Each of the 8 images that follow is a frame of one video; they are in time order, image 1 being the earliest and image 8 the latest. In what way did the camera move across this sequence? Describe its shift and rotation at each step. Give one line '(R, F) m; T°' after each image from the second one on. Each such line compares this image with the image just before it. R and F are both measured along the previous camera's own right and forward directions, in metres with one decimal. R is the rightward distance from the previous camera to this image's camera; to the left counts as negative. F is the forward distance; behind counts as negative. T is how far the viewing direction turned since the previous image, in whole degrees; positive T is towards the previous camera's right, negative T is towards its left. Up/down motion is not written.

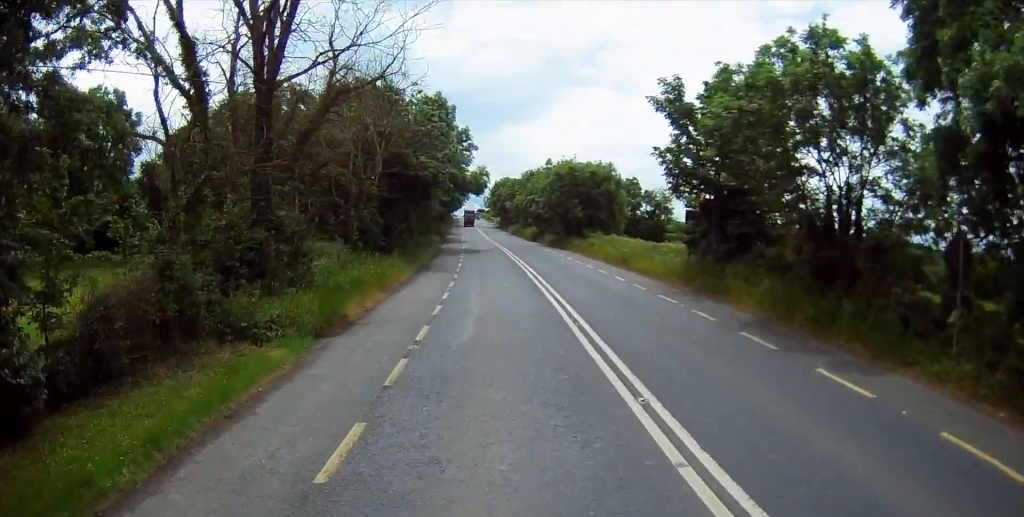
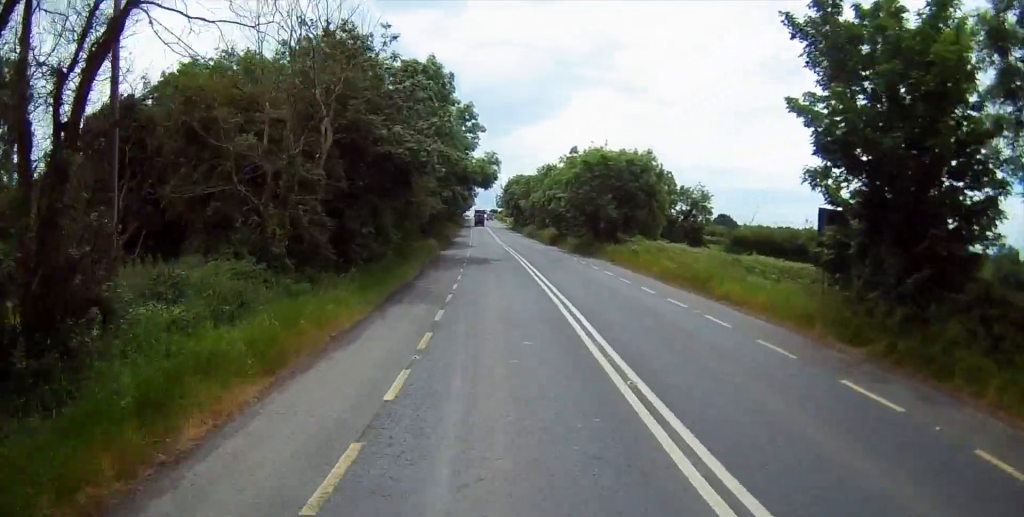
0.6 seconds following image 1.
(-0.2, +12.3) m; -1°
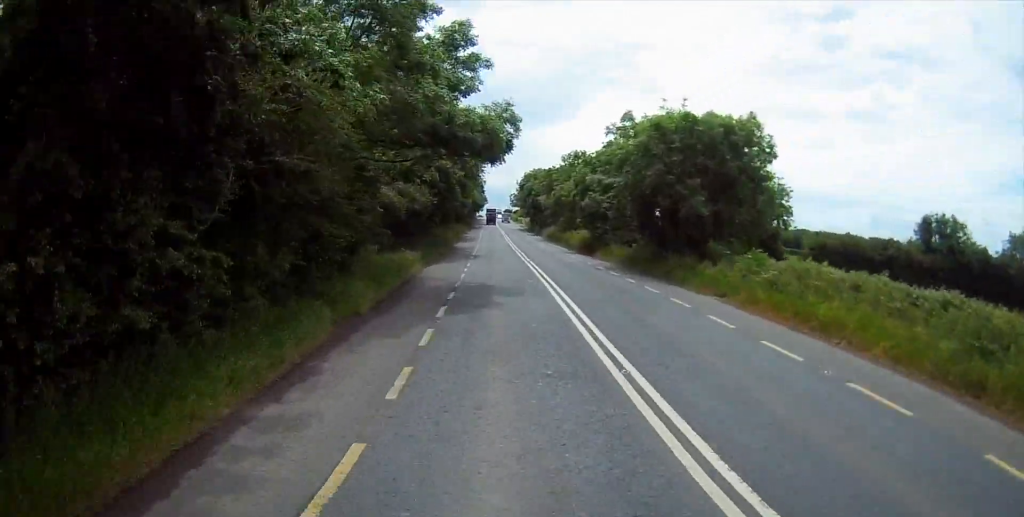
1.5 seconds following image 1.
(-0.3, +19.5) m; -2°
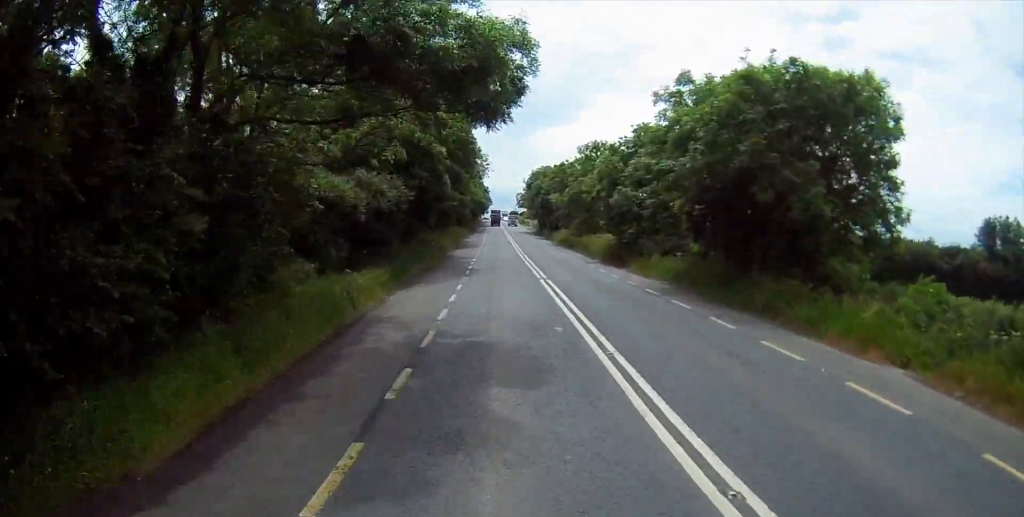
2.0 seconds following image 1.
(-0.1, +11.5) m; -1°
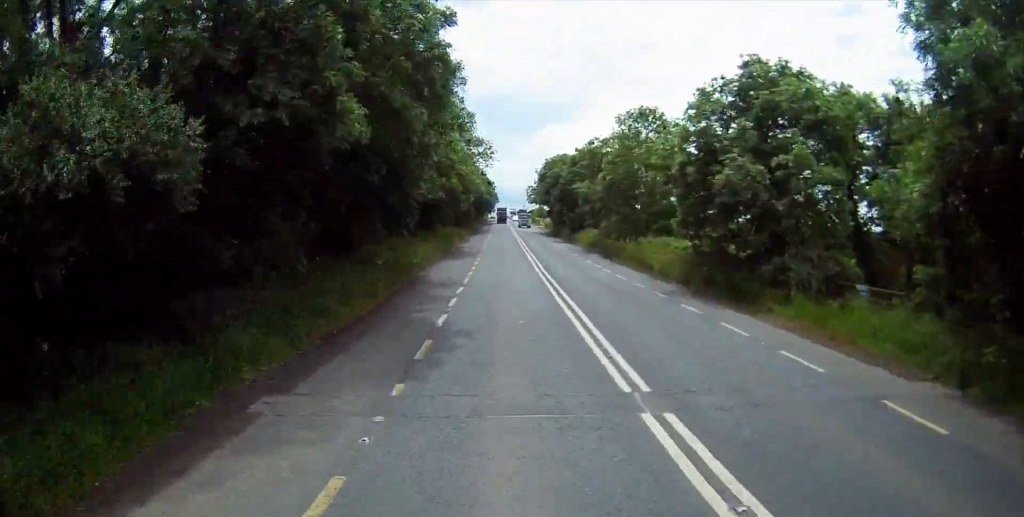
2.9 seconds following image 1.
(-0.4, +20.2) m; -1°
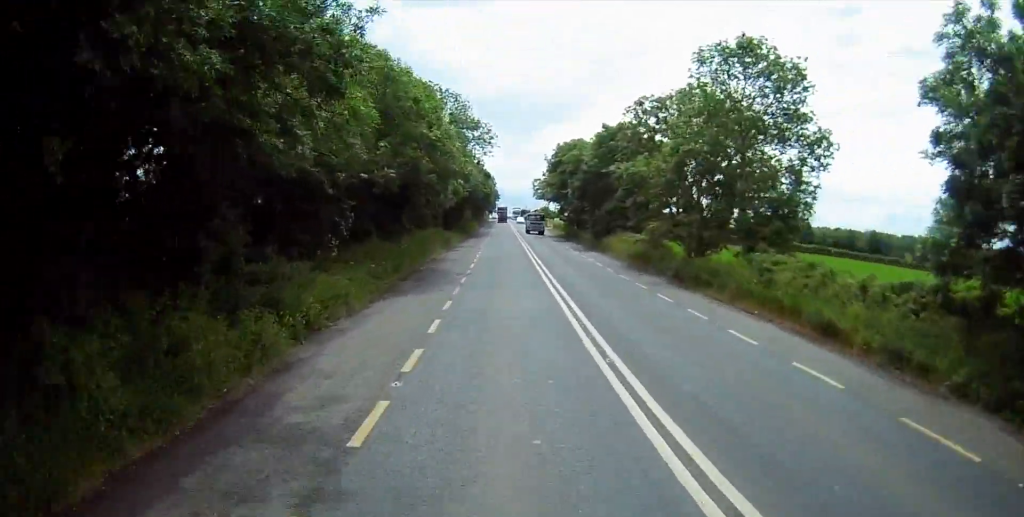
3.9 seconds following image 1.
(+0.2, +20.2) m; 0°
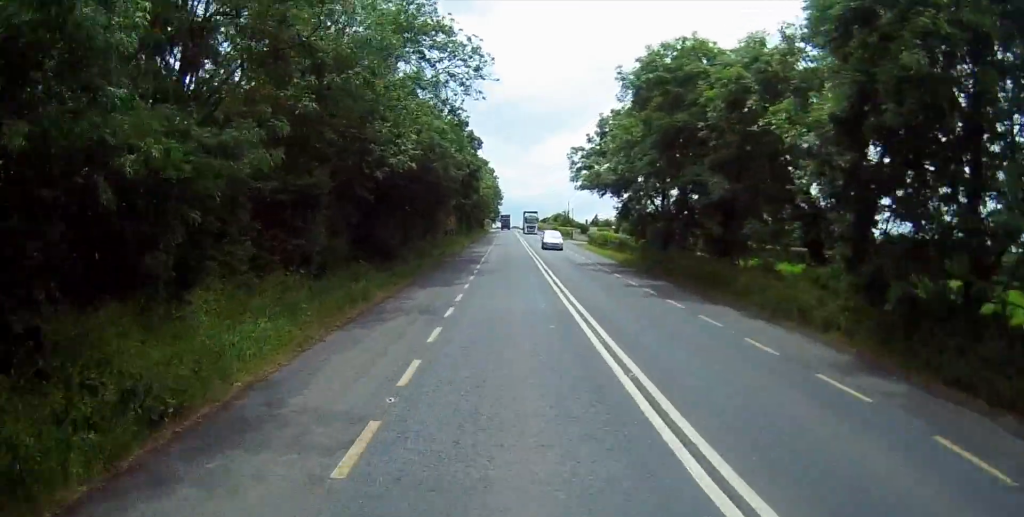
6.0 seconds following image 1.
(-0.6, +47.5) m; -1°
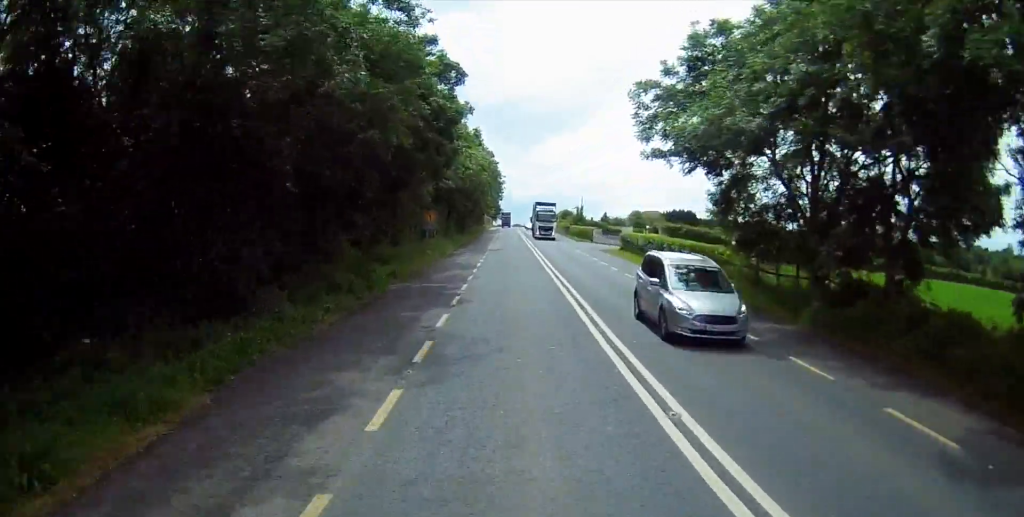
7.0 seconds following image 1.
(0.0, +21.9) m; 0°
